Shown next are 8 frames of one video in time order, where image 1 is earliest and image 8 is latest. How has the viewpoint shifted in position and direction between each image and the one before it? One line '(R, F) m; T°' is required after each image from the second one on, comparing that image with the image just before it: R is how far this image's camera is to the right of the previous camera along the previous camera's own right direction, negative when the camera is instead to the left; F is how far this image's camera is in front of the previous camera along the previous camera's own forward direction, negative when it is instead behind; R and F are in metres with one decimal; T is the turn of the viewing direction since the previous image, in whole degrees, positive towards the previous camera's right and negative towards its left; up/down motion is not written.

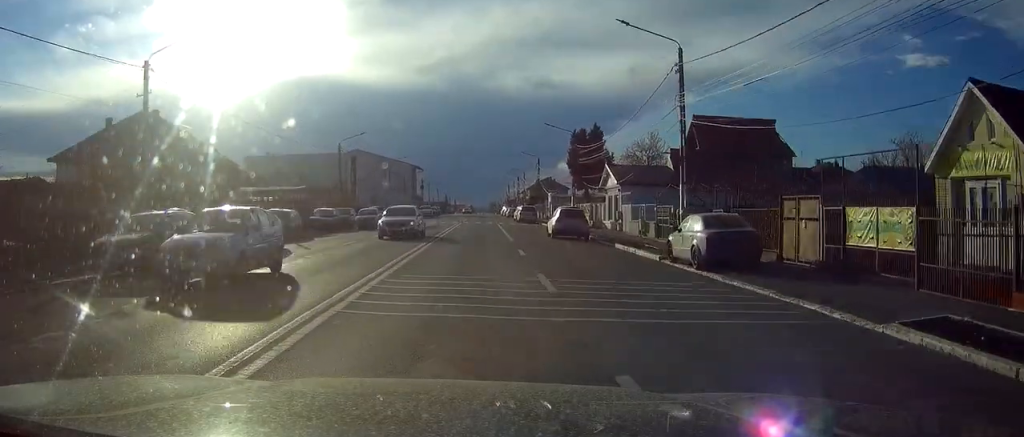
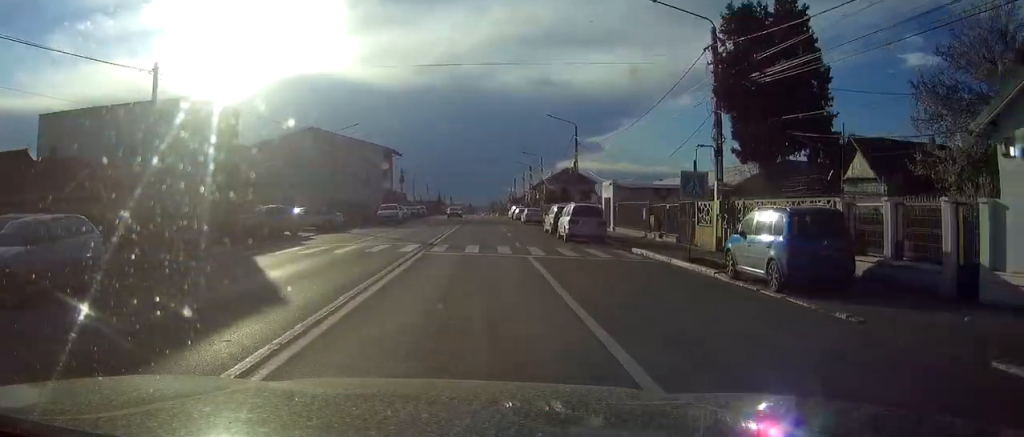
(0.0, +39.4) m; 0°
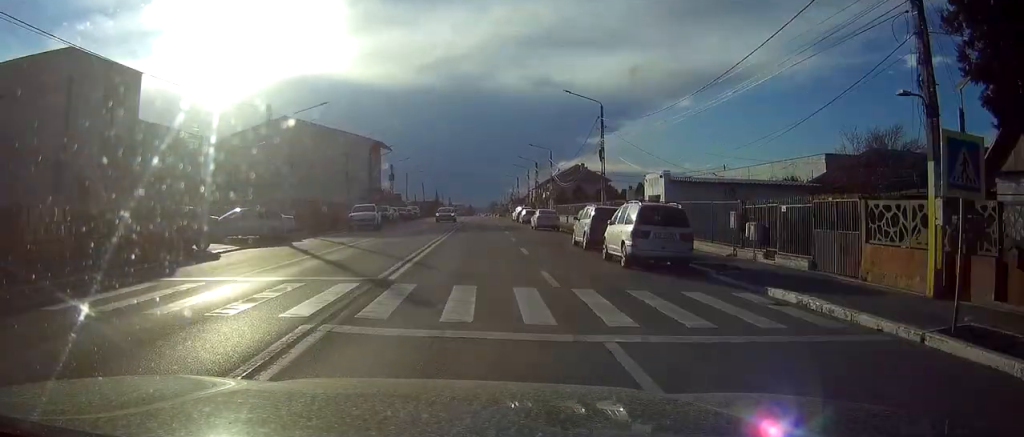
(0.0, +13.0) m; 0°
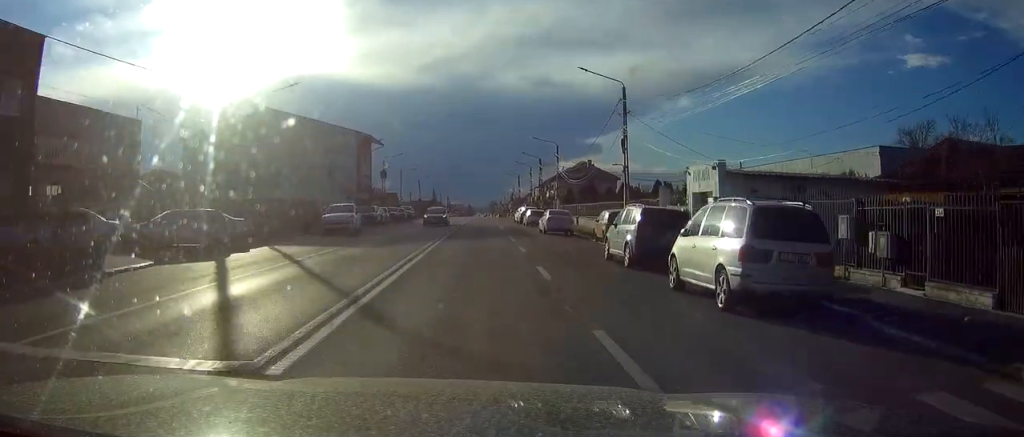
(0.0, +7.8) m; 0°
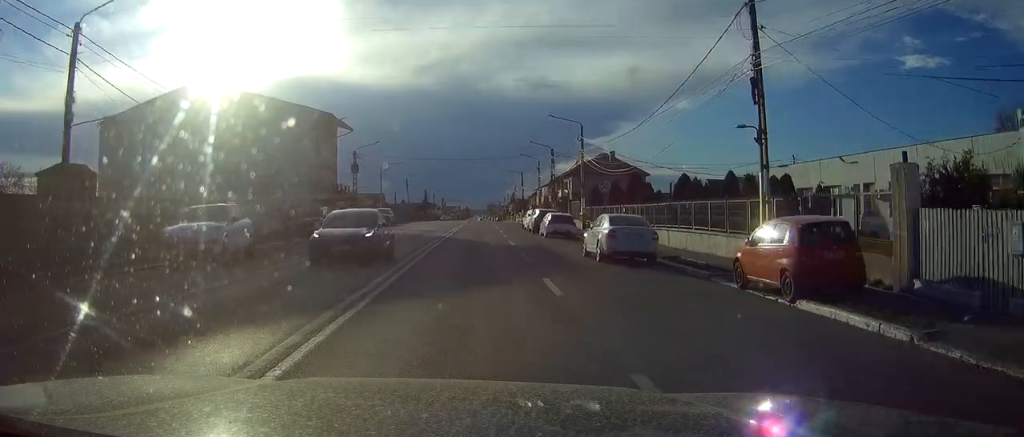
(0.0, +20.1) m; 0°
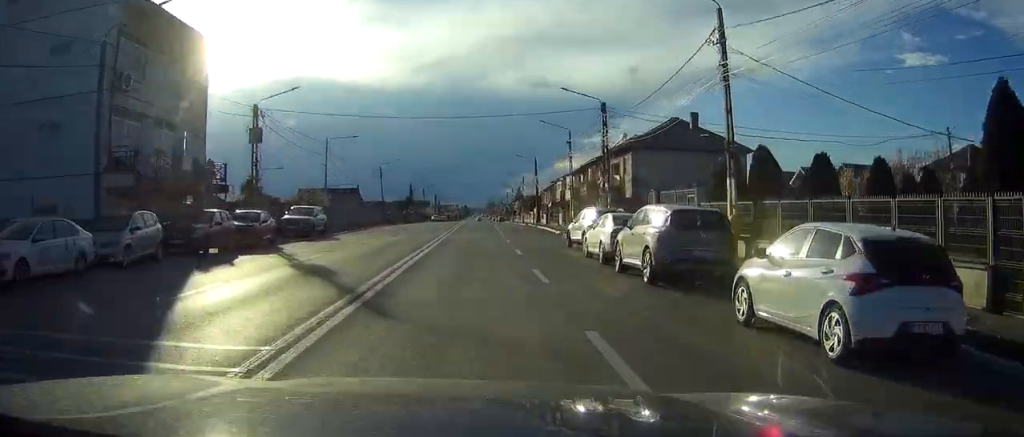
(-0.1, +32.8) m; 0°
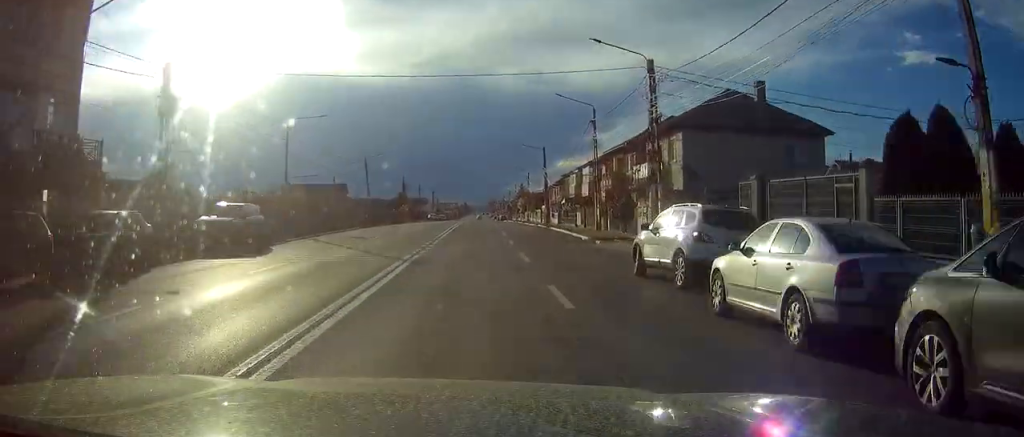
(0.0, +12.8) m; 0°
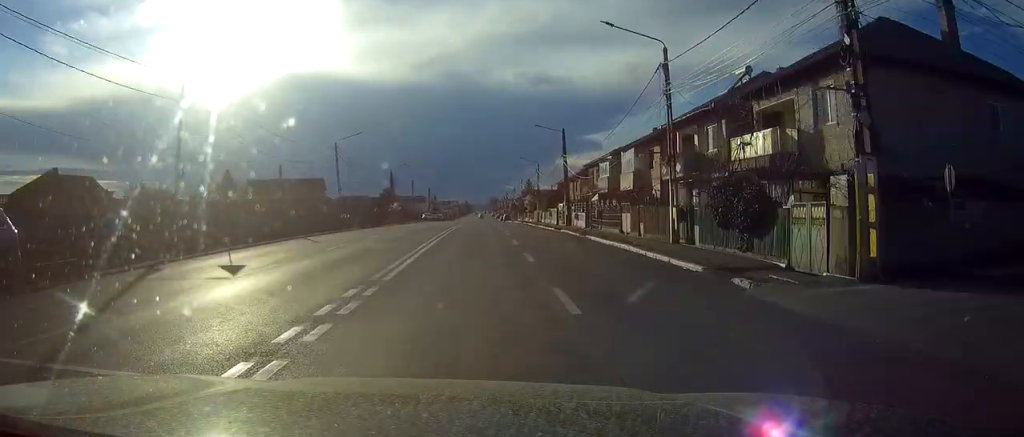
(0.0, +18.5) m; 0°
